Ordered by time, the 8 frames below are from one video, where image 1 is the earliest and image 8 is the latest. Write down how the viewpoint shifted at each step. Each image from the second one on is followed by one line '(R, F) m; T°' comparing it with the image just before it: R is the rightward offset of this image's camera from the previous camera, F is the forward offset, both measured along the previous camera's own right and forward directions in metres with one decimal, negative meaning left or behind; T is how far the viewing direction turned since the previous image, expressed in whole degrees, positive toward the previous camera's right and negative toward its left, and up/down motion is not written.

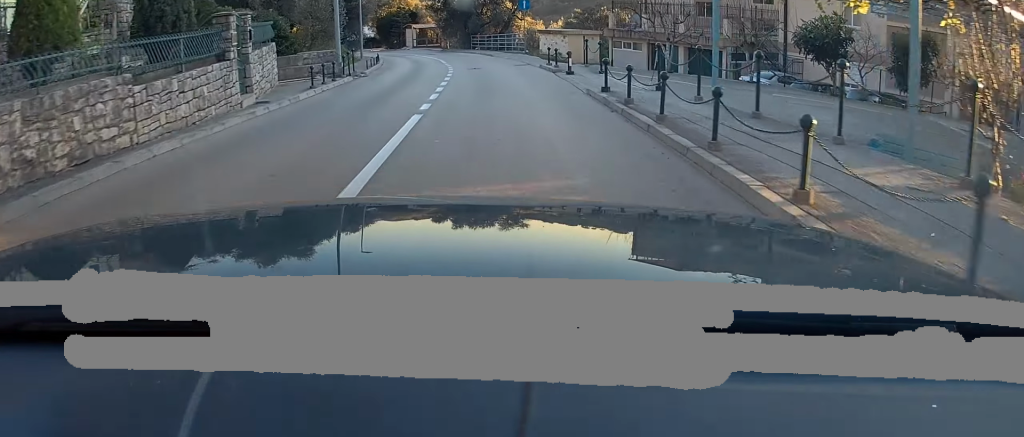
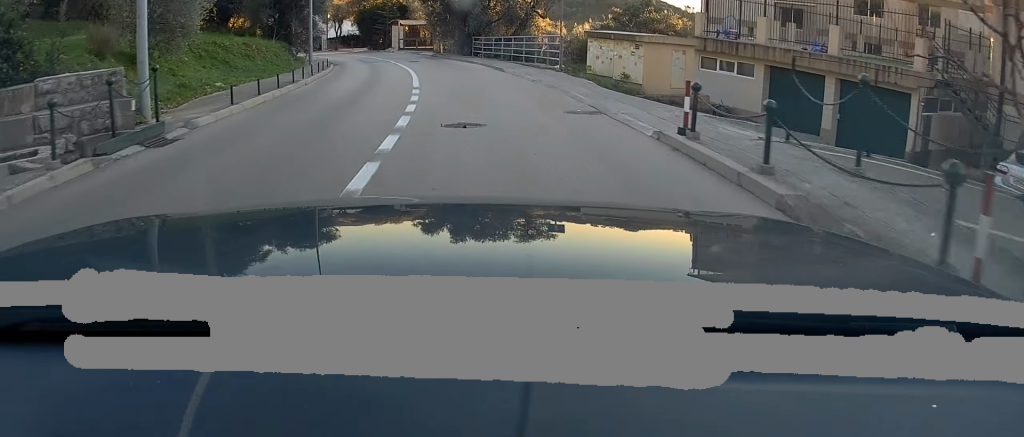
(+0.1, +15.7) m; -1°
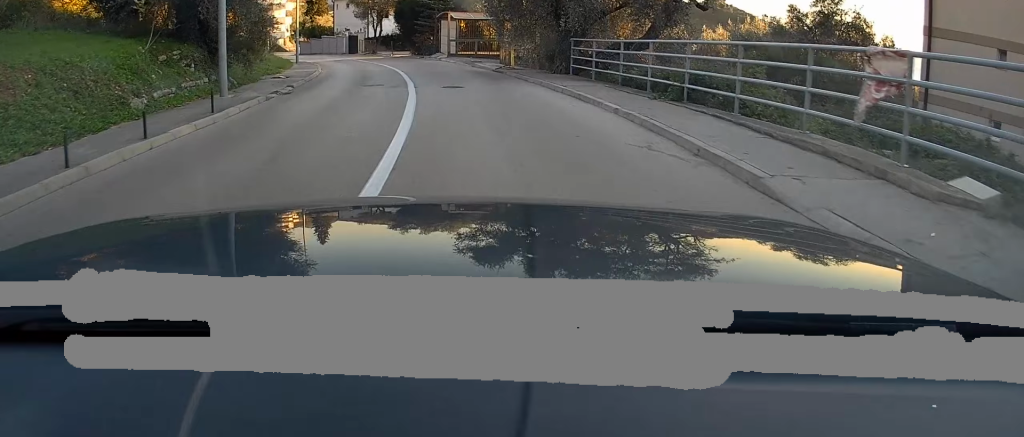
(-1.2, +18.7) m; -8°
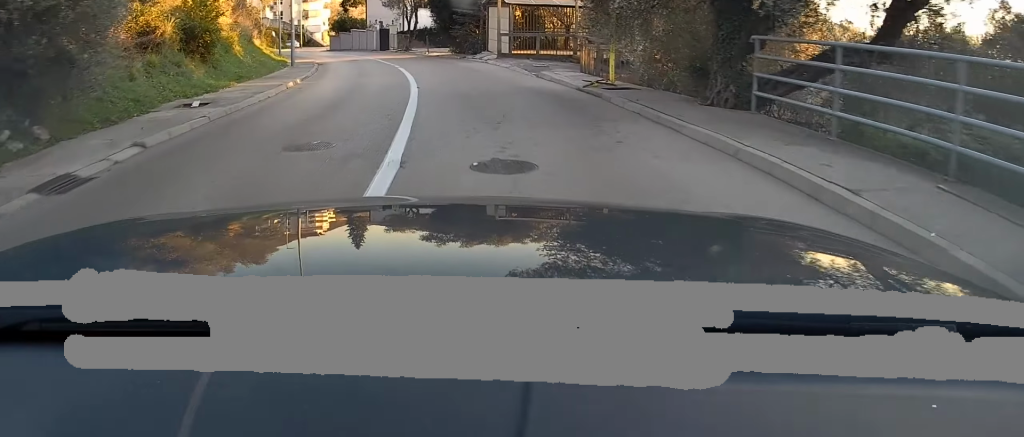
(-0.5, +11.1) m; -5°
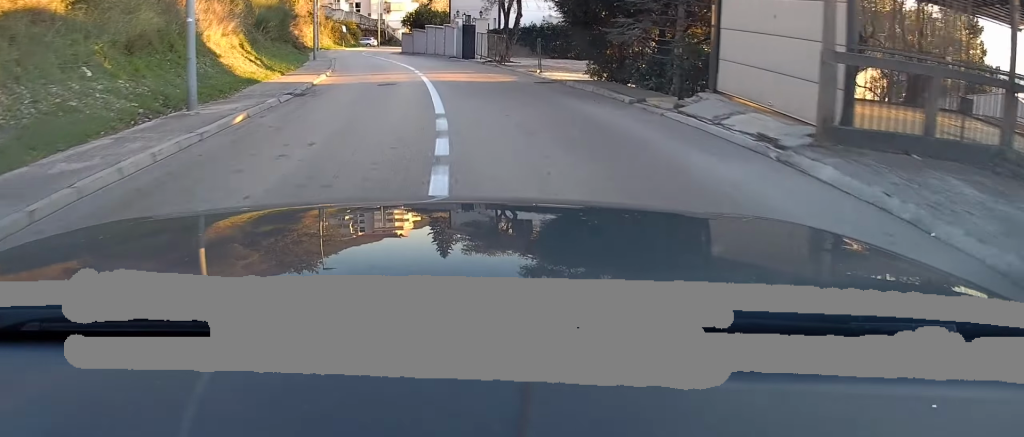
(-1.5, +19.6) m; -8°
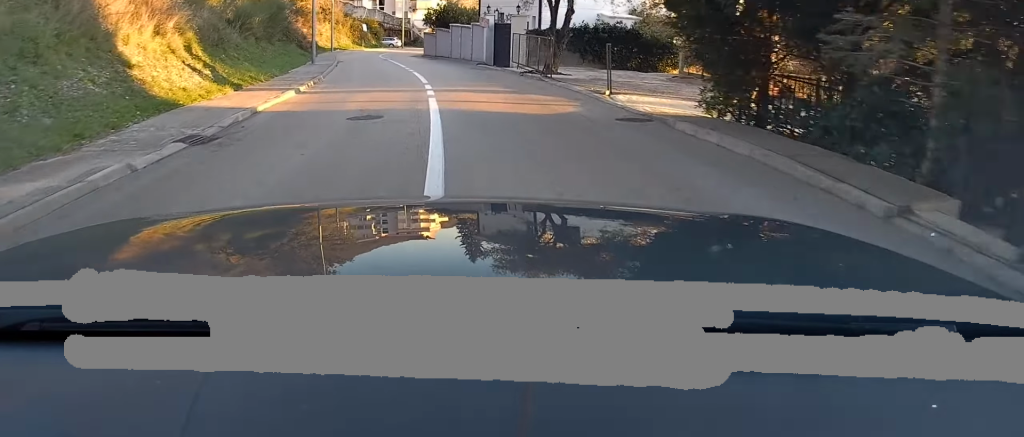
(0.0, +7.3) m; -3°
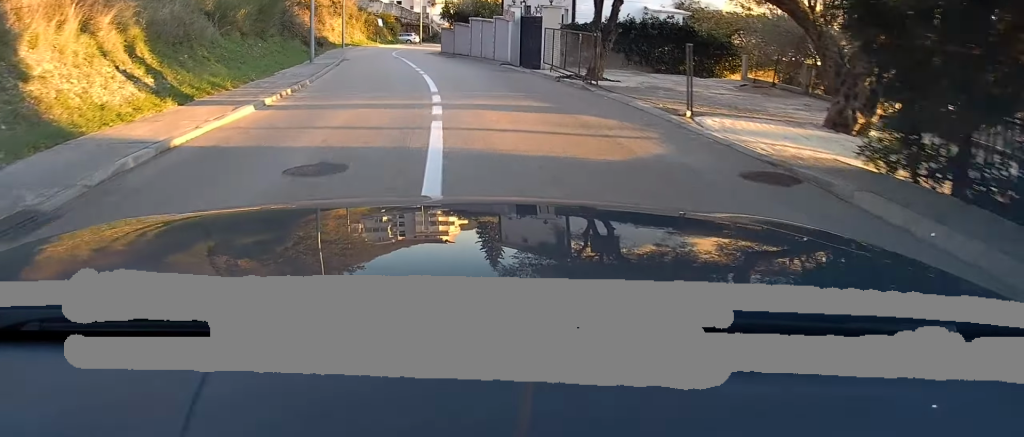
(-0.2, +4.3) m; -2°
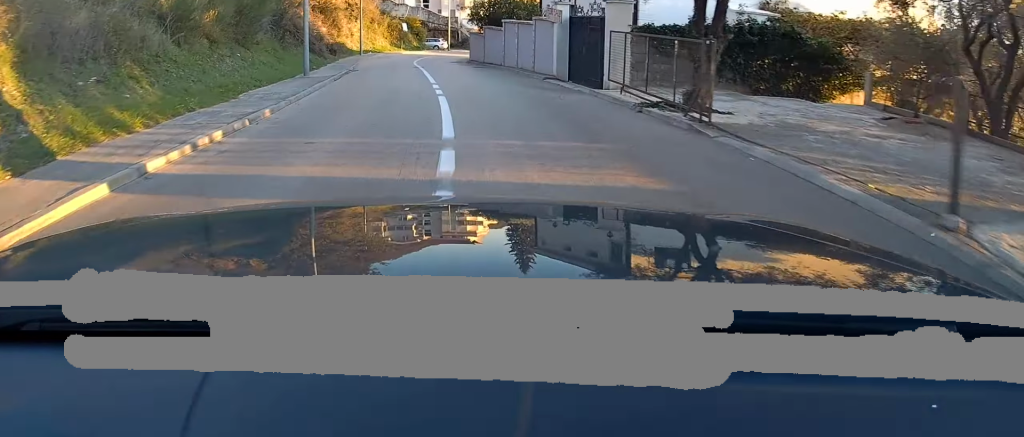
(-0.1, +5.8) m; -3°
